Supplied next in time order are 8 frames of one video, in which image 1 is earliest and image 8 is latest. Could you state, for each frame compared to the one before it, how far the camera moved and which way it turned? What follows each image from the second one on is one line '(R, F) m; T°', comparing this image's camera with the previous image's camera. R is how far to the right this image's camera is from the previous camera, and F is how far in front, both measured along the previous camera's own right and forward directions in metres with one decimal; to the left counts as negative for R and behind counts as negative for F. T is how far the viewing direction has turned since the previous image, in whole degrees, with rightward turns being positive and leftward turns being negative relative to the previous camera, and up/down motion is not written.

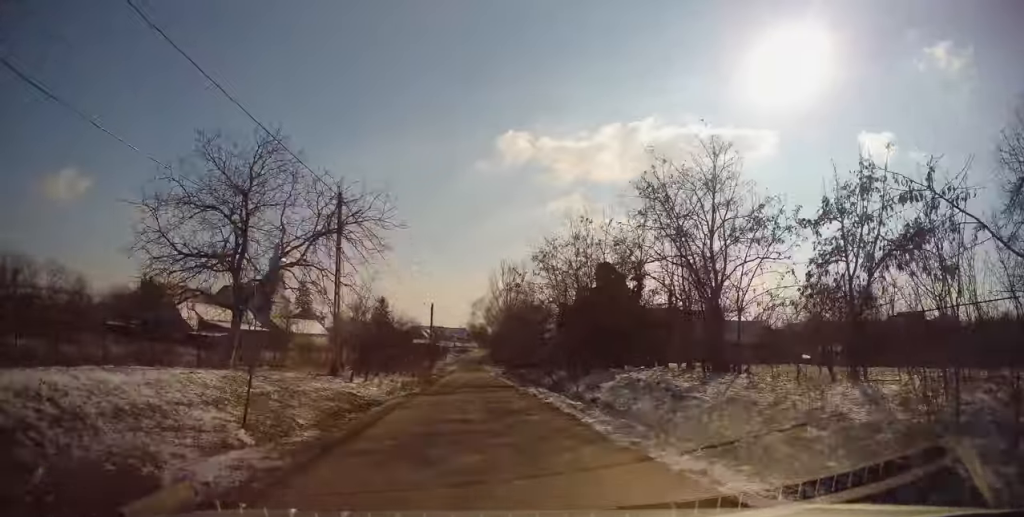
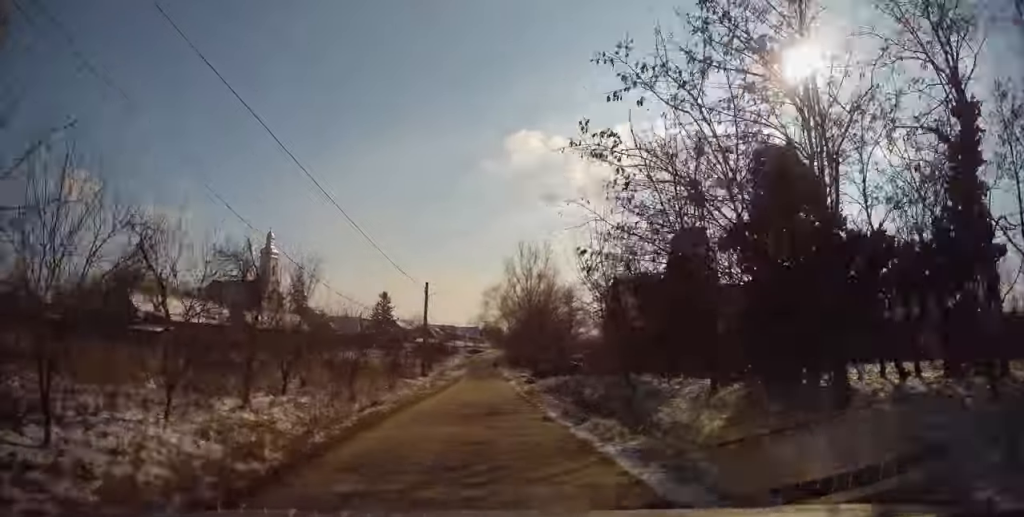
(-0.1, +19.4) m; -1°
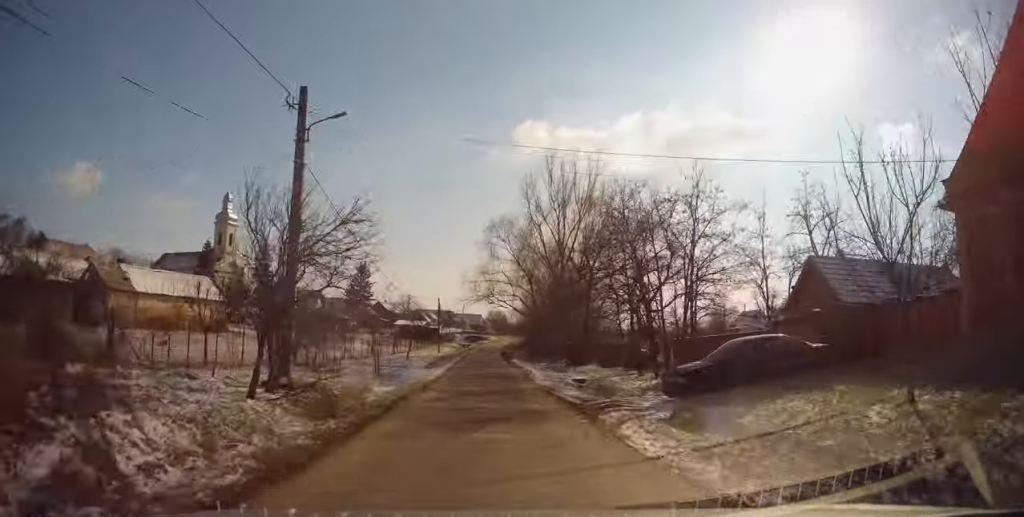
(-0.2, +33.9) m; 0°
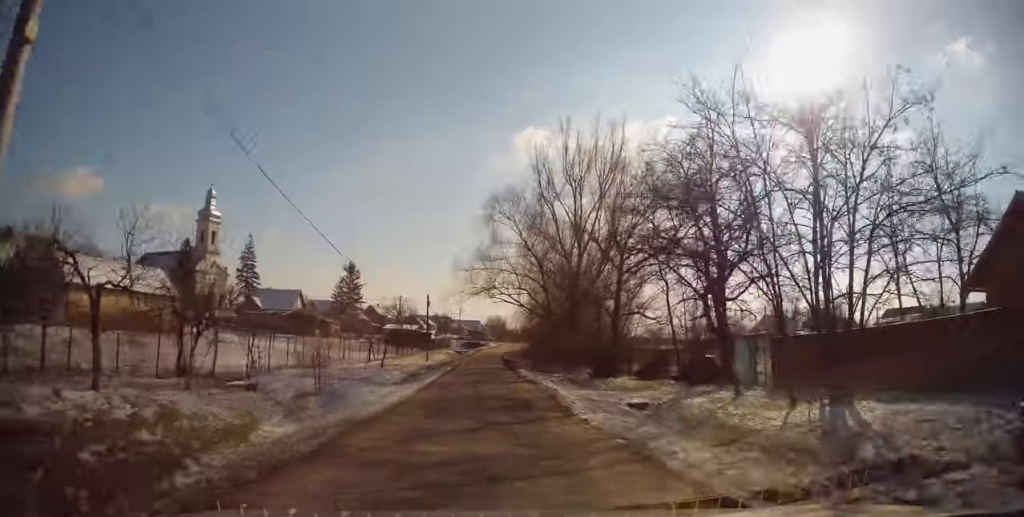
(+0.2, +10.1) m; -1°
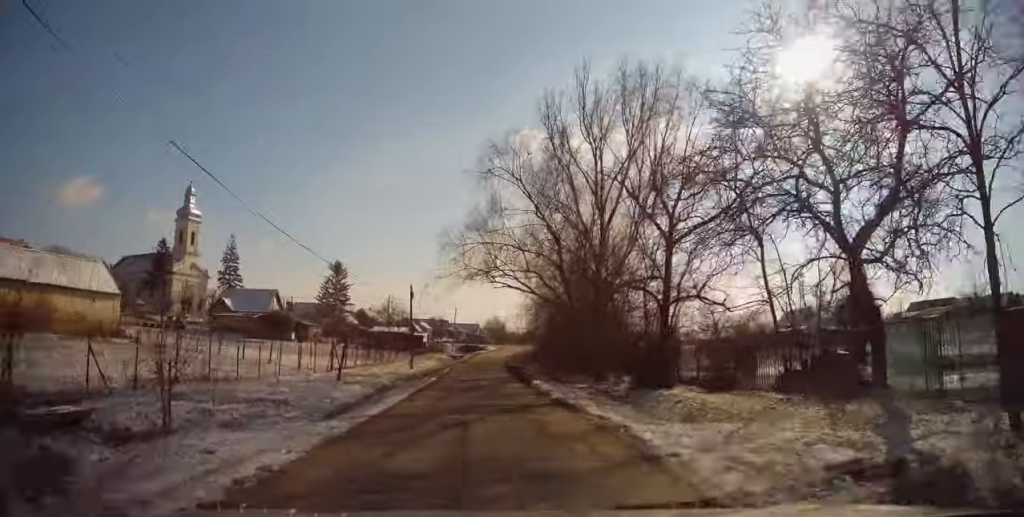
(-0.1, +9.6) m; 0°
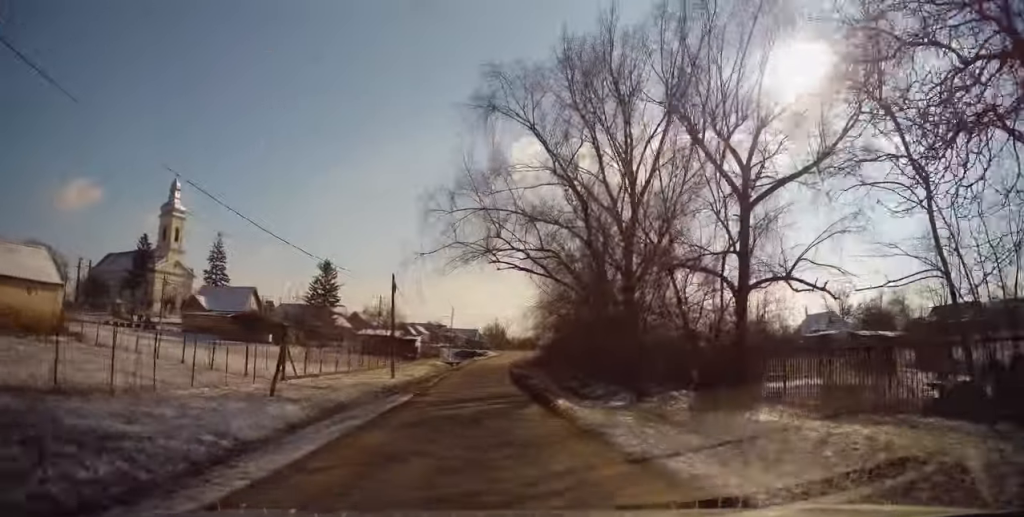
(-0.3, +7.4) m; 0°
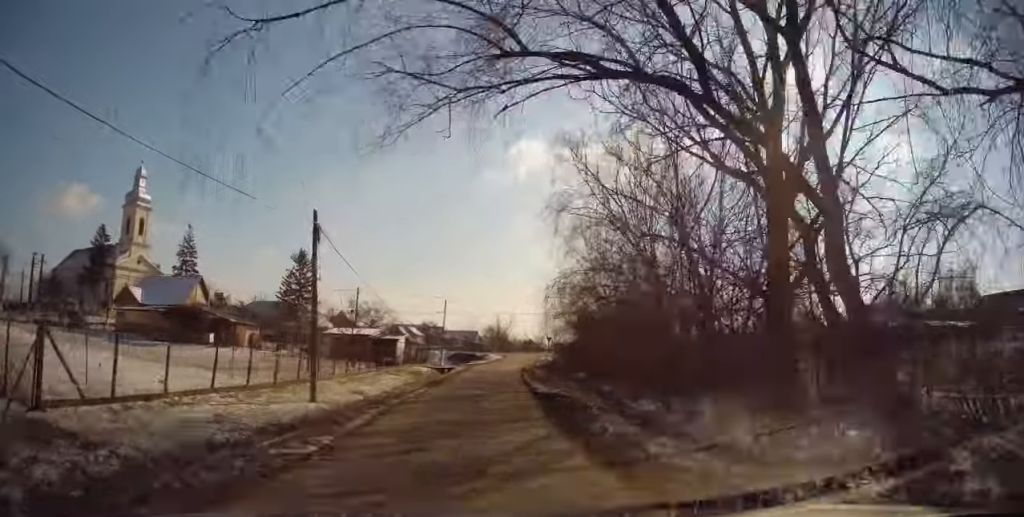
(+0.3, +14.3) m; +1°
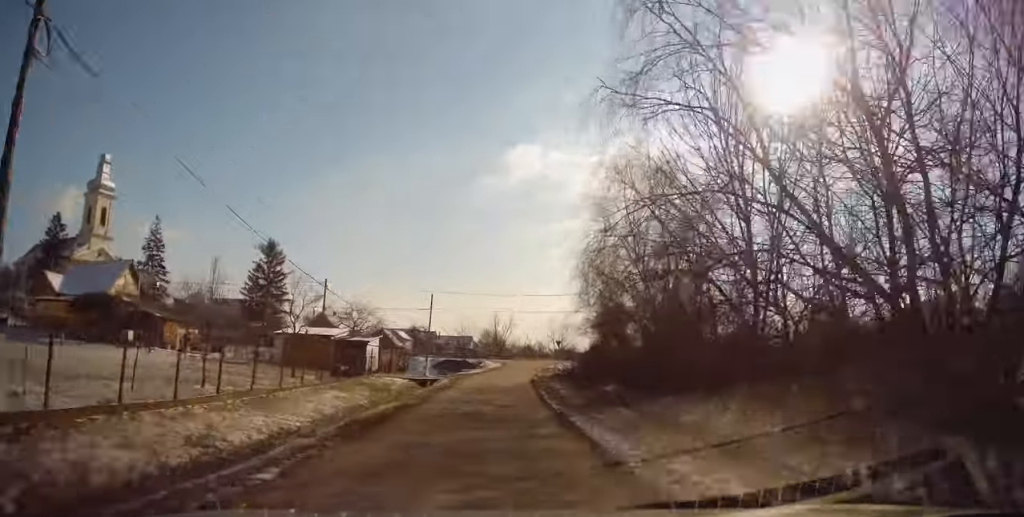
(+0.1, +11.9) m; +1°
